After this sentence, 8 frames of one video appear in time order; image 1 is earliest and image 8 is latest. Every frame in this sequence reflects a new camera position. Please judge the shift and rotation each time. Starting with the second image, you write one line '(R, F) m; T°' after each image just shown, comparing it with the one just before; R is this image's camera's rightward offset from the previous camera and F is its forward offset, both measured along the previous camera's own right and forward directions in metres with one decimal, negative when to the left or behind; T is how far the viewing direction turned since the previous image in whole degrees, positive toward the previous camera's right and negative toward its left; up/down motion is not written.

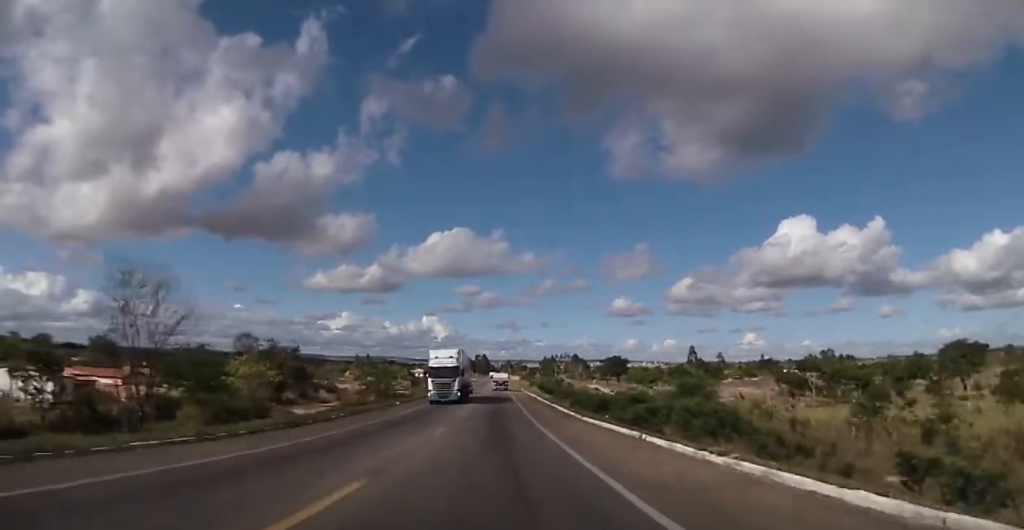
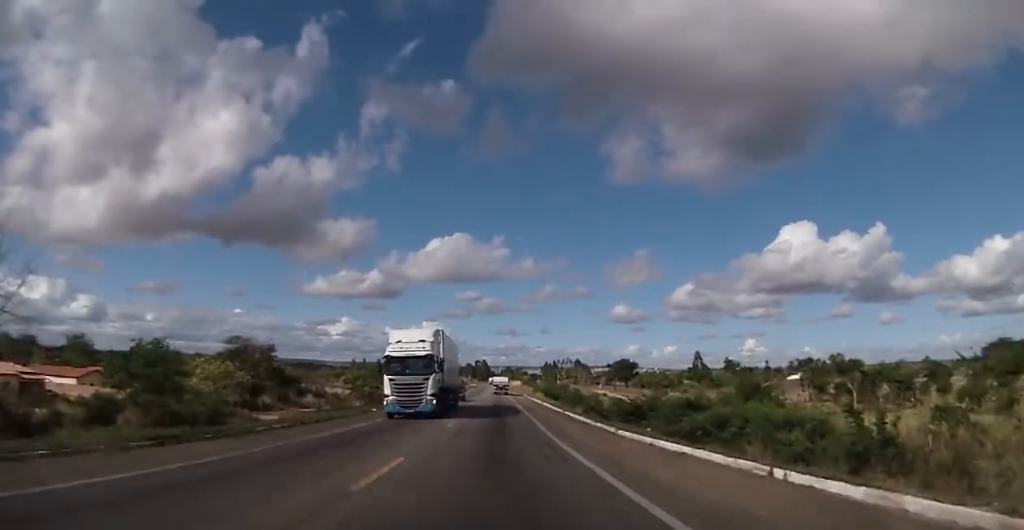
(0.0, +10.8) m; 0°
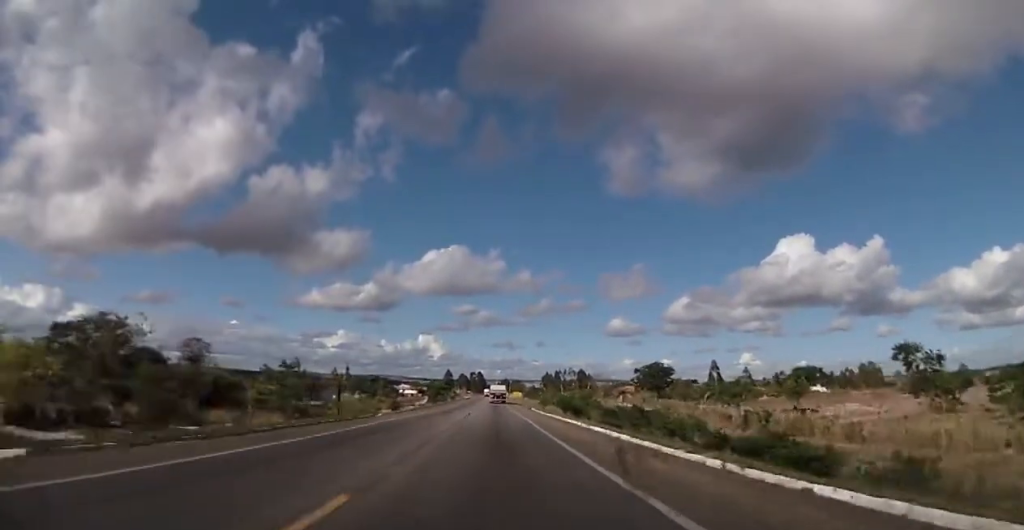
(+0.5, +36.5) m; 0°
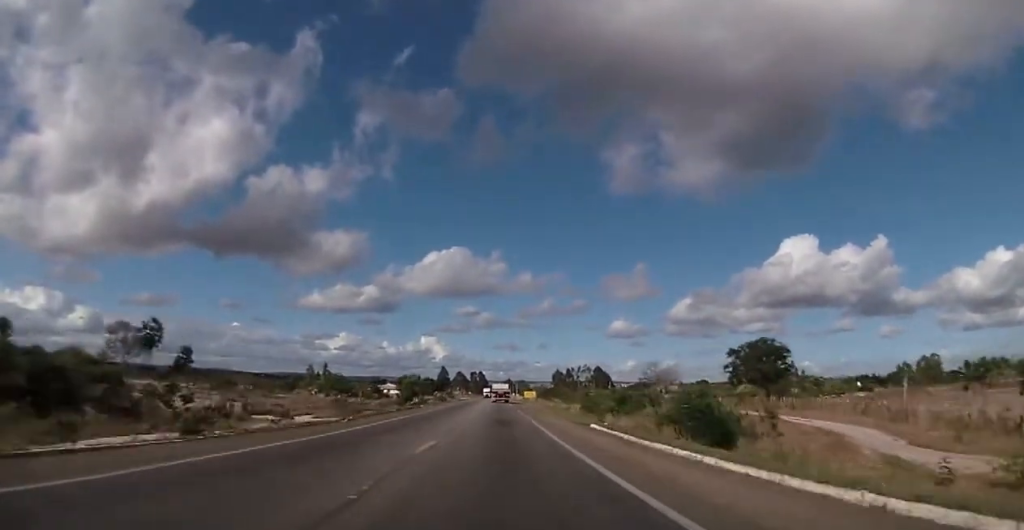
(0.0, +54.1) m; 0°
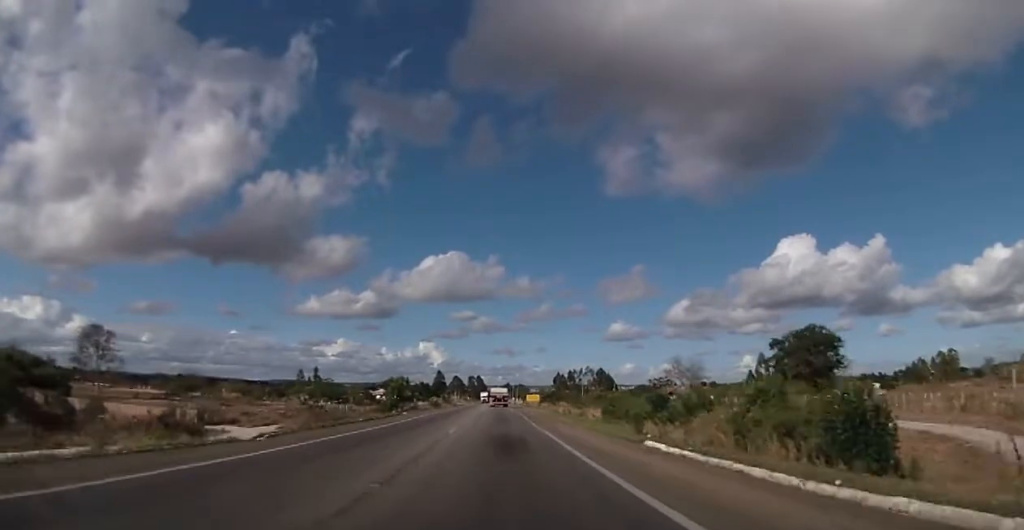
(-0.2, +14.1) m; 0°
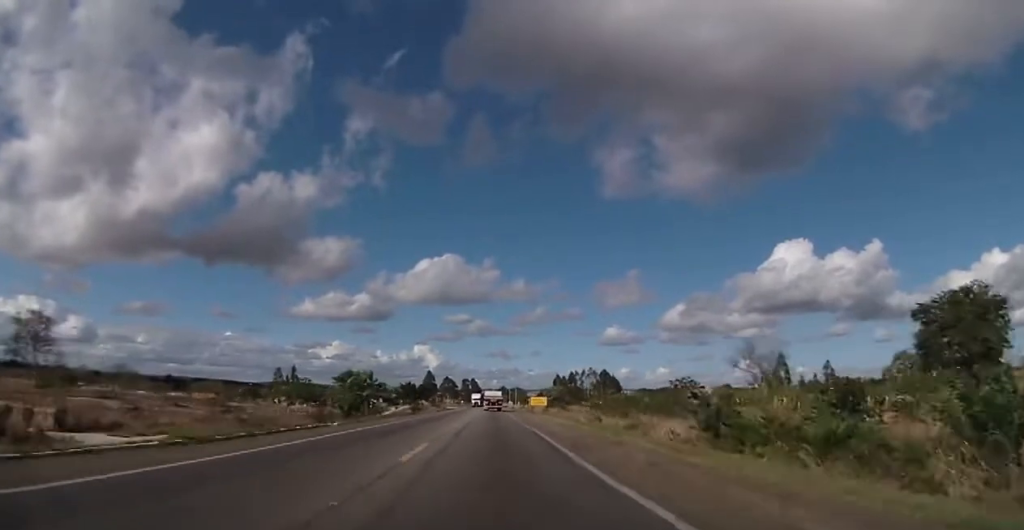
(+0.1, +27.5) m; 0°
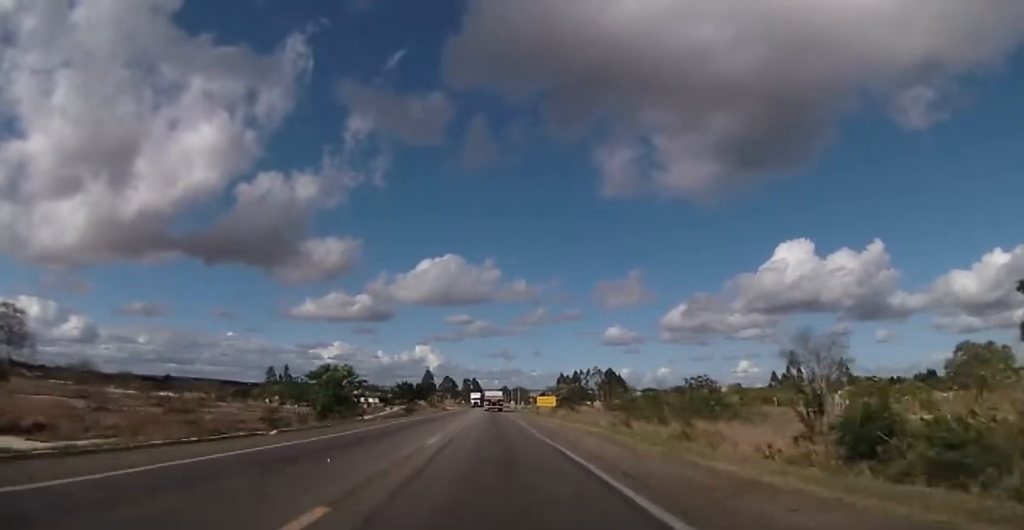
(+0.2, +11.6) m; 0°
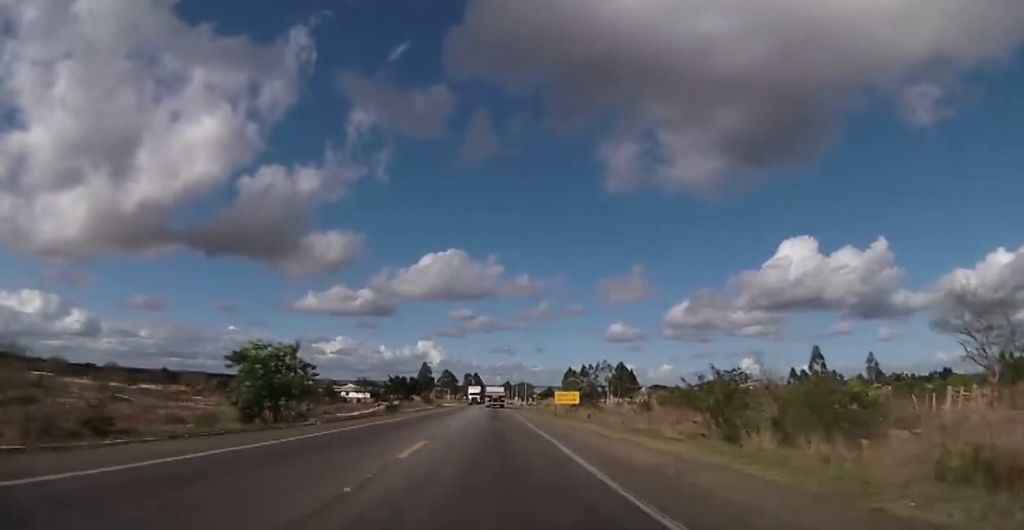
(-0.3, +21.1) m; 0°
